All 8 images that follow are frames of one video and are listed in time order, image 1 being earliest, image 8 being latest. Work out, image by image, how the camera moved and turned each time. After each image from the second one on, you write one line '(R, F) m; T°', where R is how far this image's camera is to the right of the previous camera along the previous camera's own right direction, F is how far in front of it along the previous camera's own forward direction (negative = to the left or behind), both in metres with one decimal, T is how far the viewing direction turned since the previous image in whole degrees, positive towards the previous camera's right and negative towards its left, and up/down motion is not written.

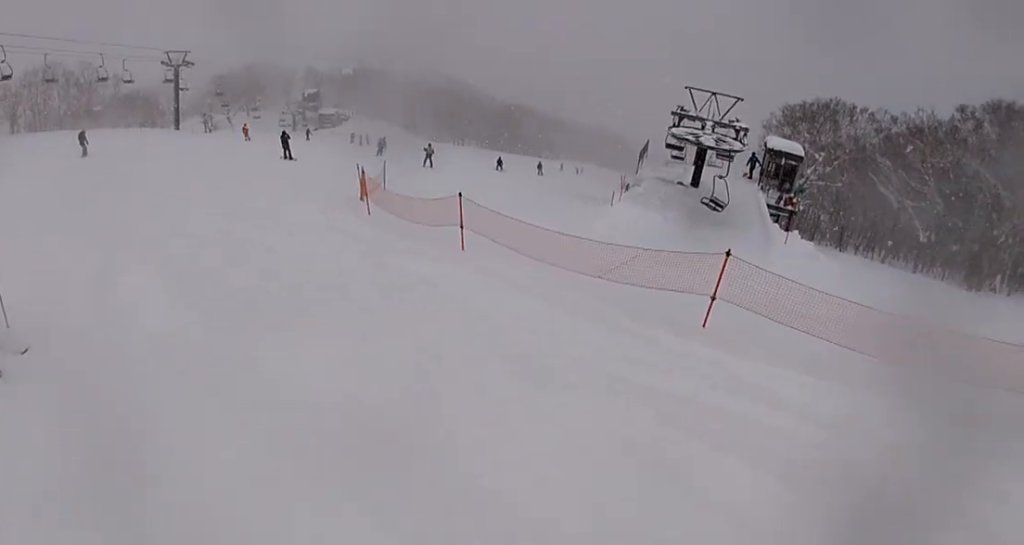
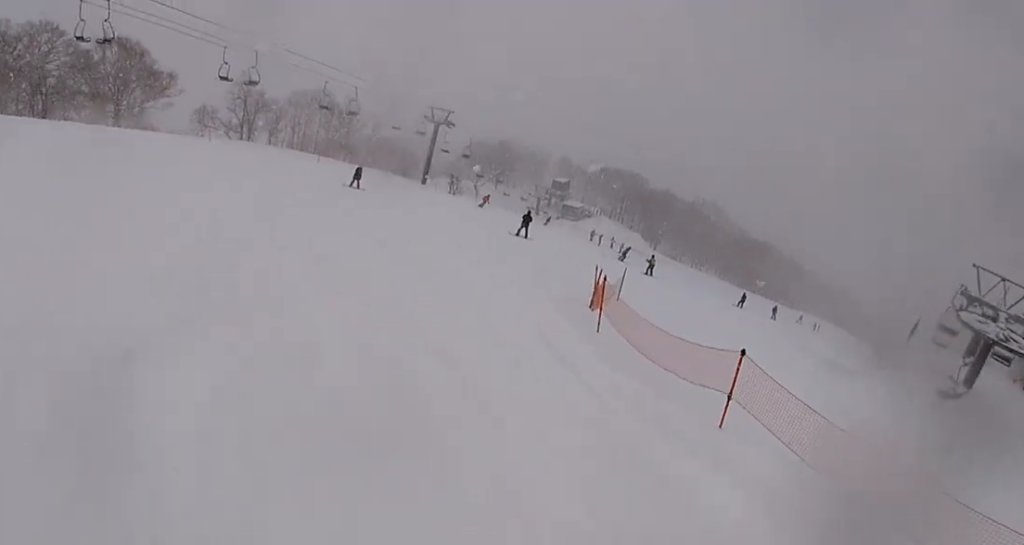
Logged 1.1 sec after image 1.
(-1.8, +3.3) m; -37°
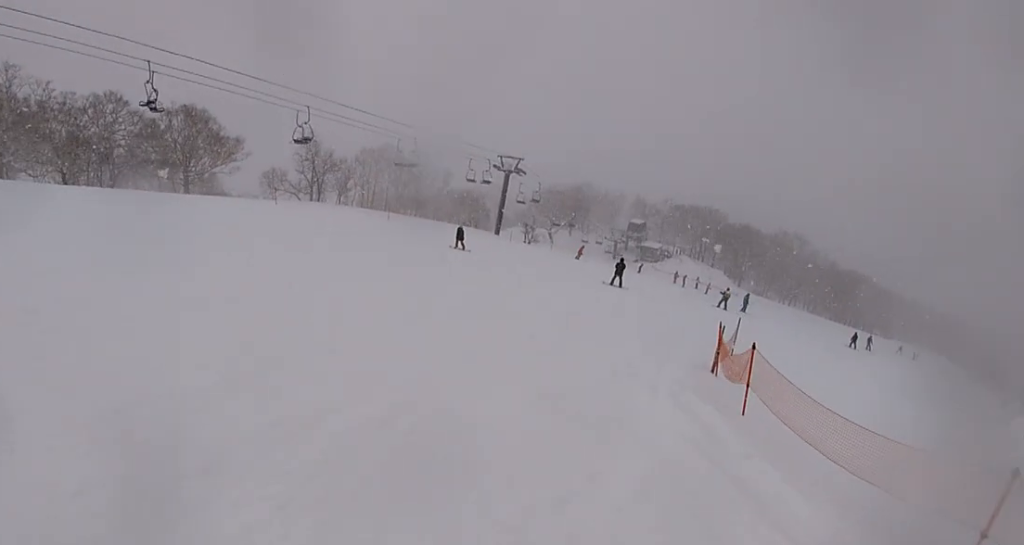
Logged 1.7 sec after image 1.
(-0.3, +3.0) m; -8°
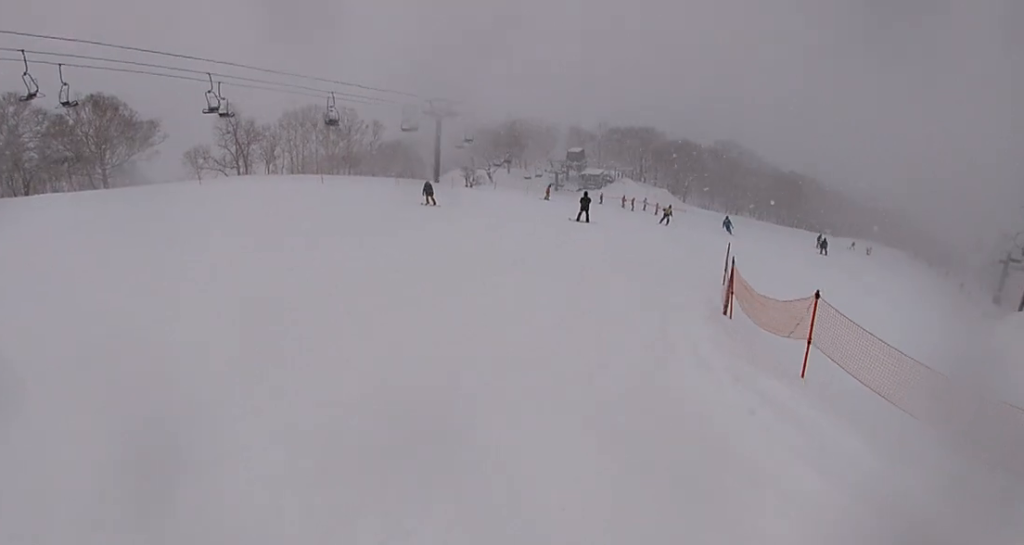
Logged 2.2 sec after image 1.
(-0.1, +2.6) m; -3°
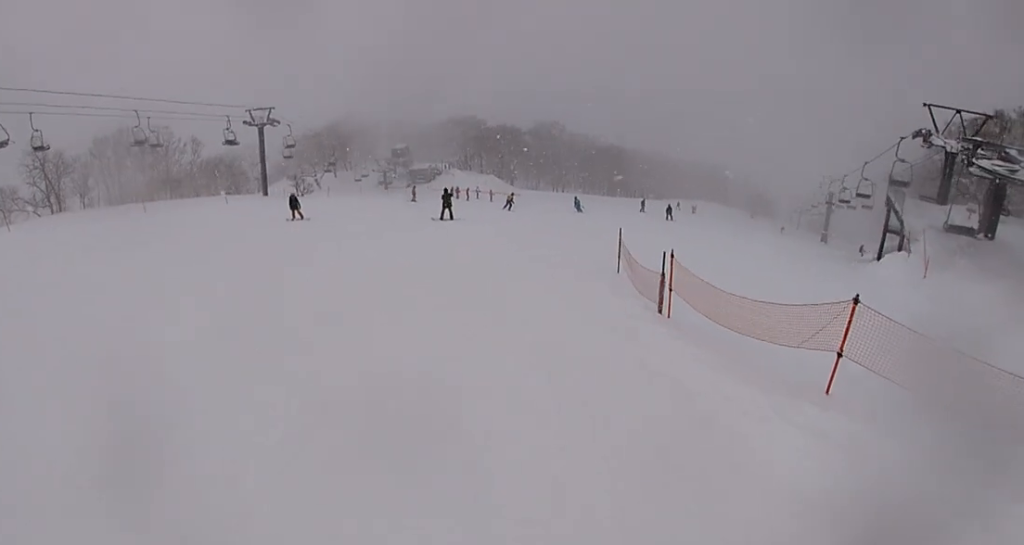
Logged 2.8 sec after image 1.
(-0.3, +3.1) m; 0°
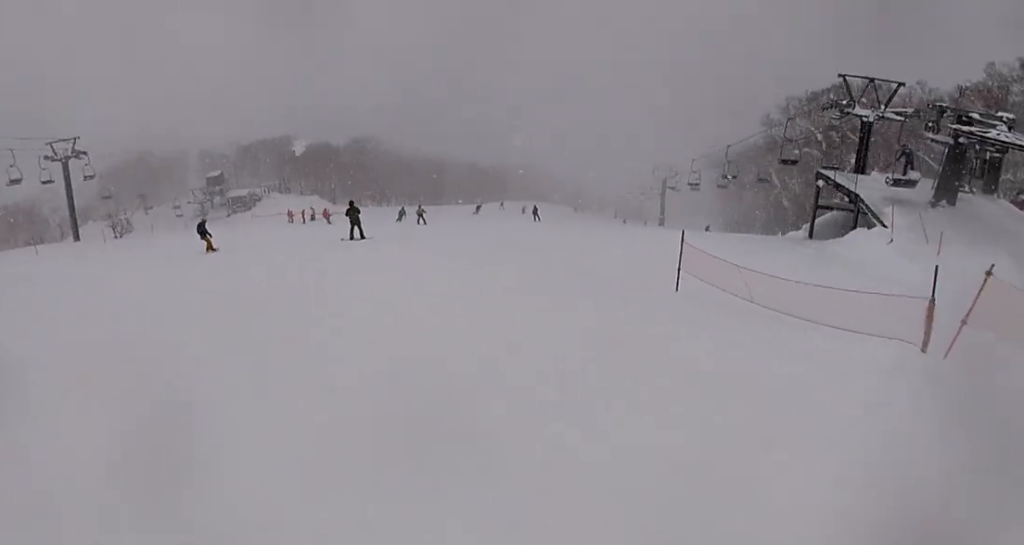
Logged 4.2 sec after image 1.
(+1.5, +7.6) m; +32°
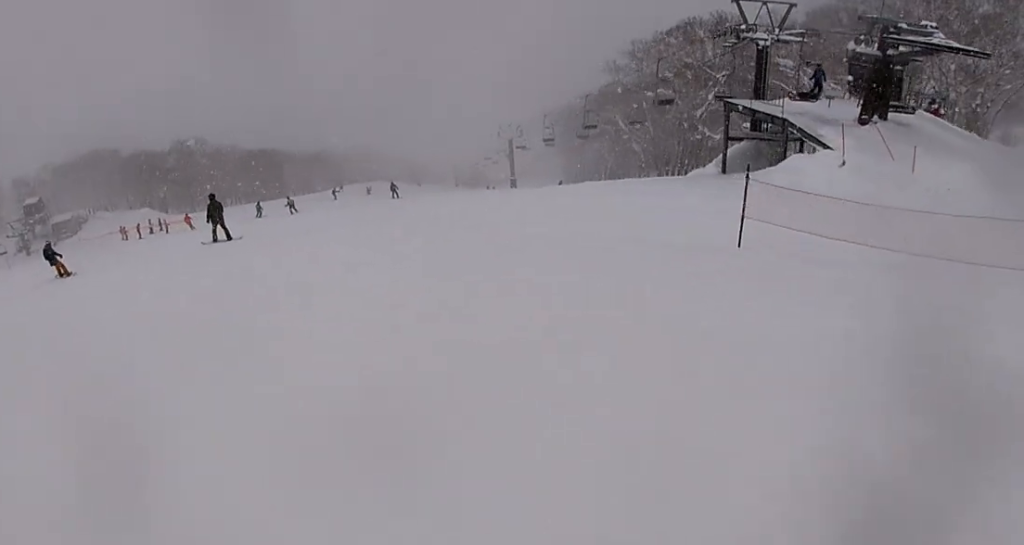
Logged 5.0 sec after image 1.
(+1.1, +4.9) m; +21°
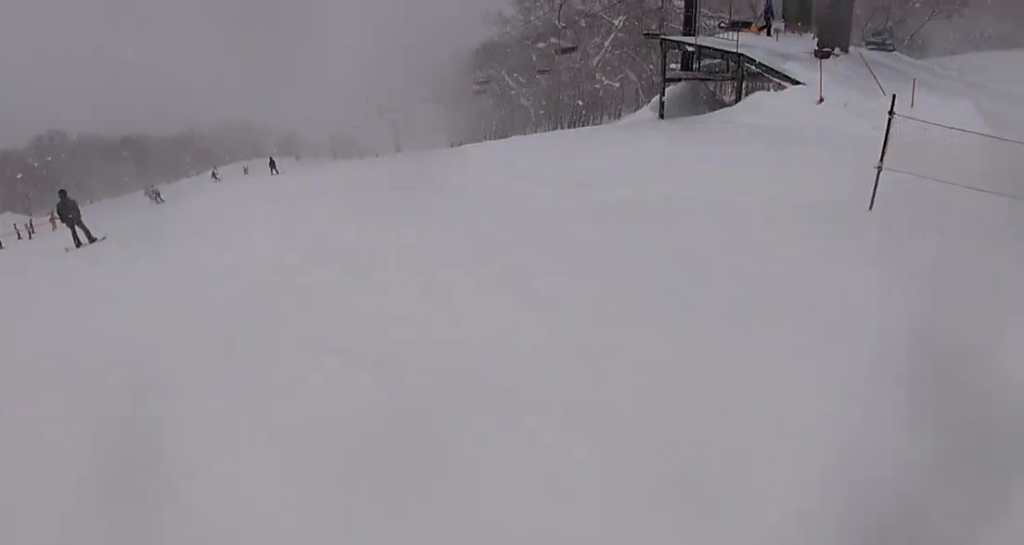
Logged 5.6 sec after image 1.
(+0.6, +4.0) m; +10°
